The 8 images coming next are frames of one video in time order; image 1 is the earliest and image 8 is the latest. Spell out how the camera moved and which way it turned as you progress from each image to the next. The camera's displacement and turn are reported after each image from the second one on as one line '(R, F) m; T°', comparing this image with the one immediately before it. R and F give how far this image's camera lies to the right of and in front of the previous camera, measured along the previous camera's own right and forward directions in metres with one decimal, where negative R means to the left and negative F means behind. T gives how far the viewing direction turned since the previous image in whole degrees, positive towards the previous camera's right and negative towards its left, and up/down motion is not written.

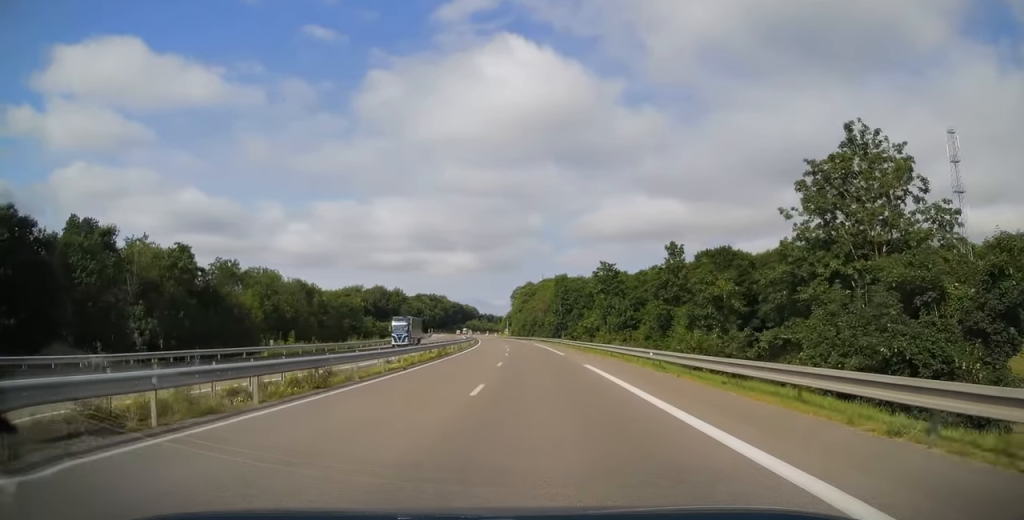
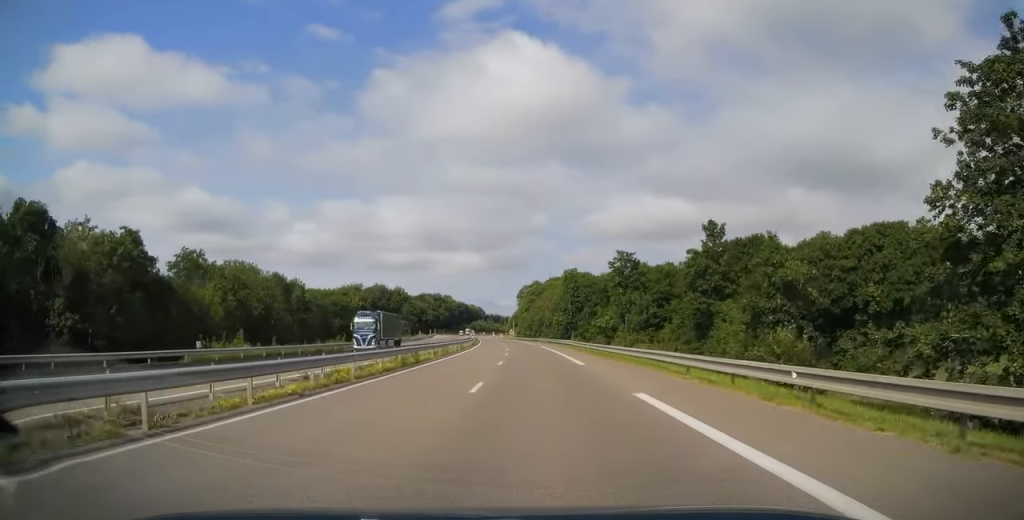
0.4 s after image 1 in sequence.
(-0.2, +12.3) m; -1°
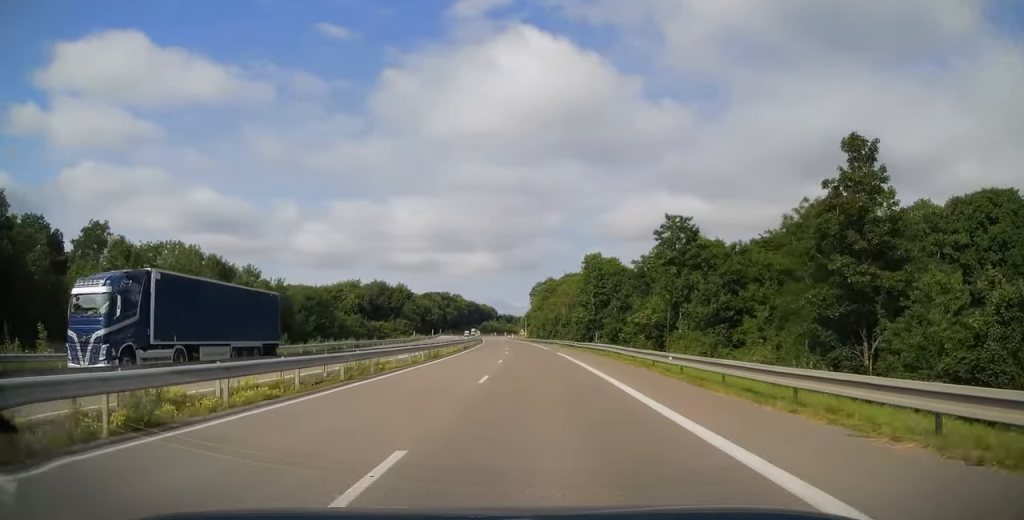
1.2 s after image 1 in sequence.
(-0.3, +23.6) m; -1°
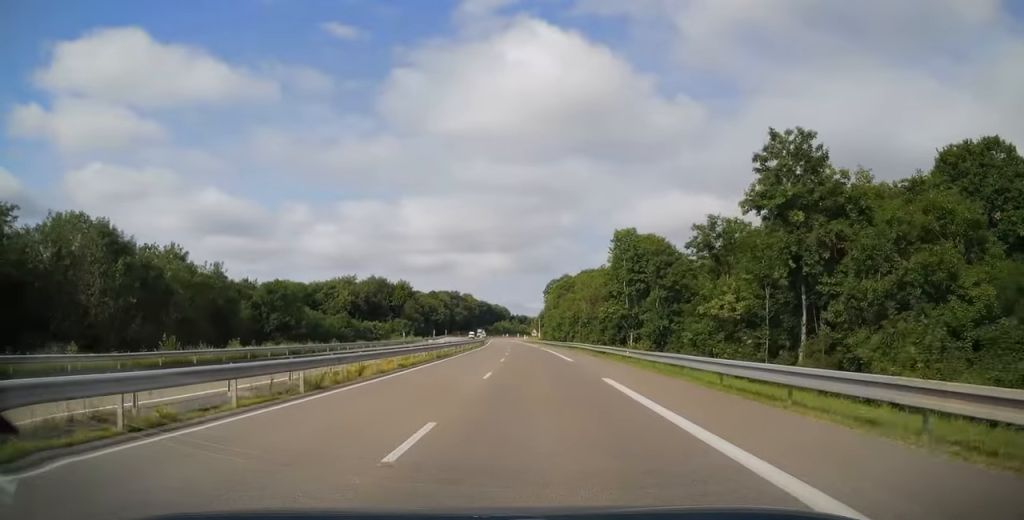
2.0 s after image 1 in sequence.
(-0.3, +23.7) m; -1°
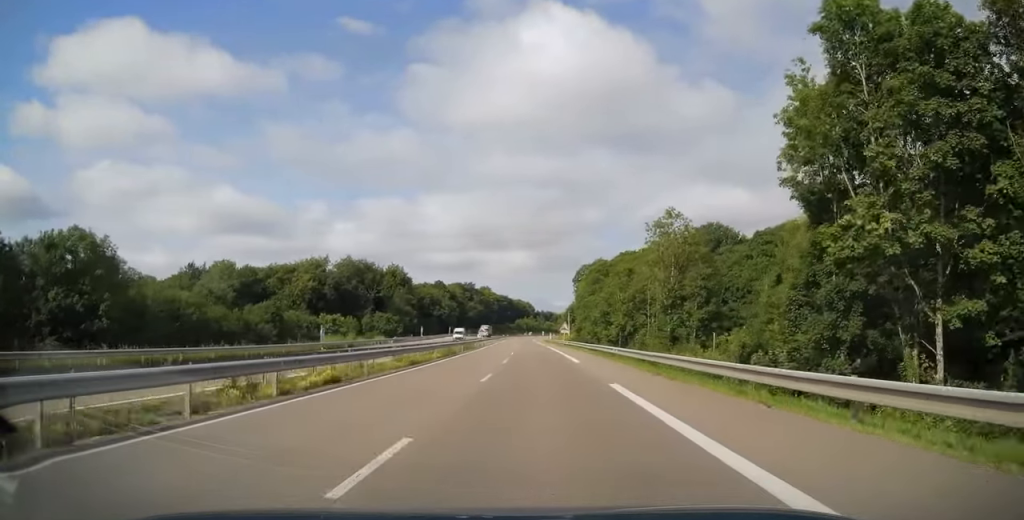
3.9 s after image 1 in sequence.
(-0.9, +54.2) m; -2°
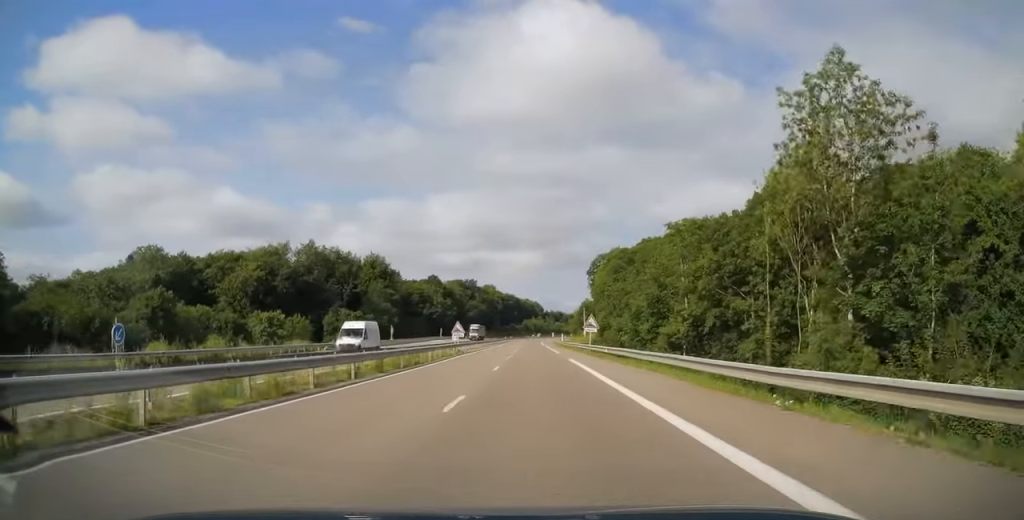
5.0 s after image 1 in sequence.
(-0.1, +33.5) m; 0°
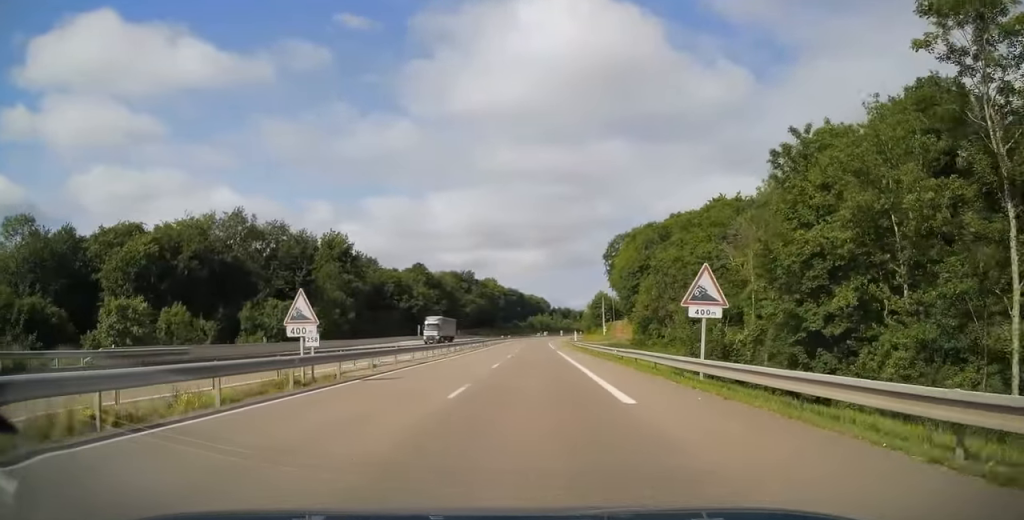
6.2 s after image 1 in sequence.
(-0.1, +36.9) m; 0°
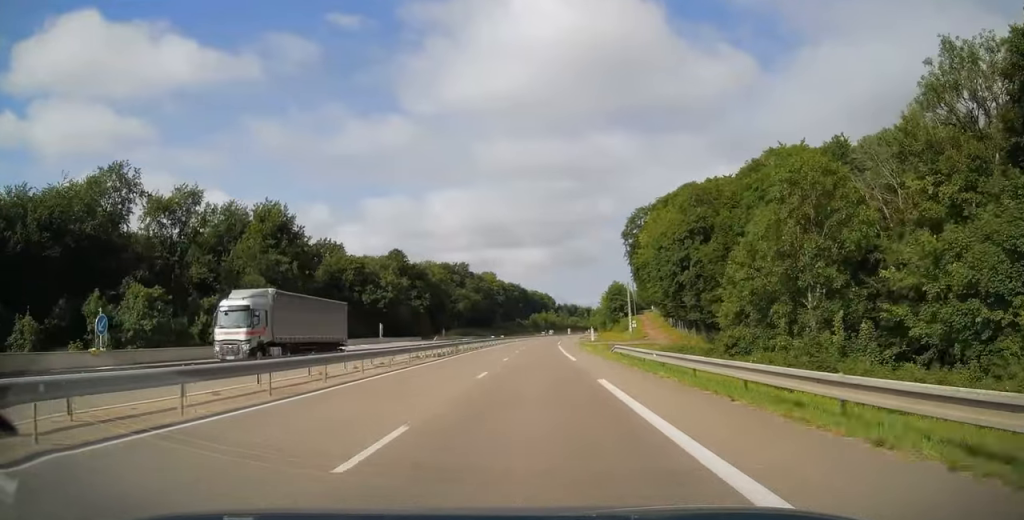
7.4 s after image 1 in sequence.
(-0.2, +33.5) m; 0°
